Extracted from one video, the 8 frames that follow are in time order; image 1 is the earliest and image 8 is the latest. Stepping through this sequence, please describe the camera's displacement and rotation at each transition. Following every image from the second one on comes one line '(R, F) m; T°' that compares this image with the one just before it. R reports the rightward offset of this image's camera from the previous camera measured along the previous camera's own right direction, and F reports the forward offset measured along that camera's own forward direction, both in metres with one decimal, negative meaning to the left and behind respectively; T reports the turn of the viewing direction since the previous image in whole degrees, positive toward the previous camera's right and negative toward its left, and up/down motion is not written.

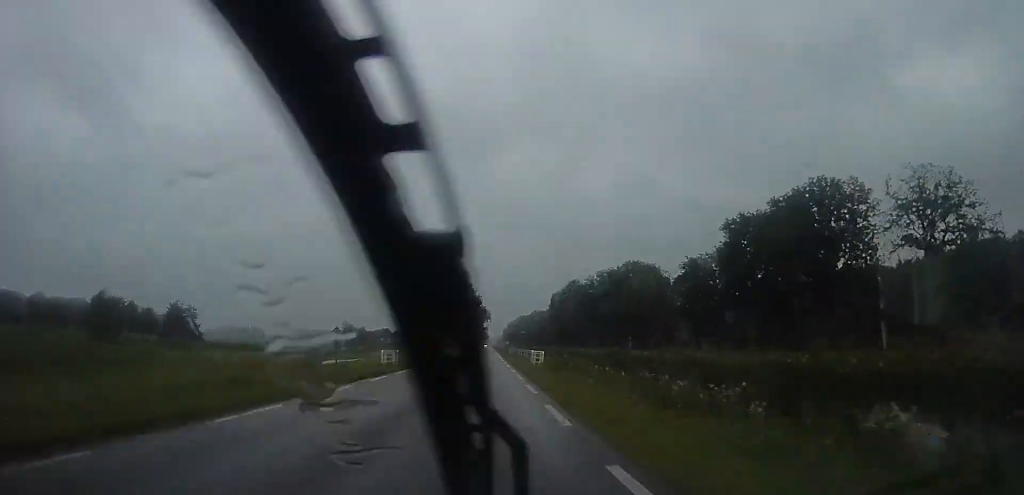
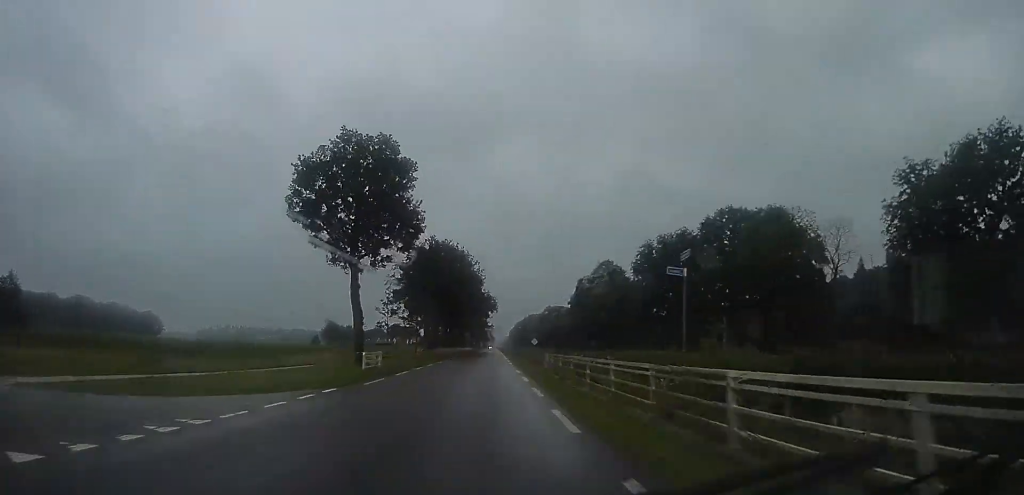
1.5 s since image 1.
(+1.2, +42.9) m; 0°
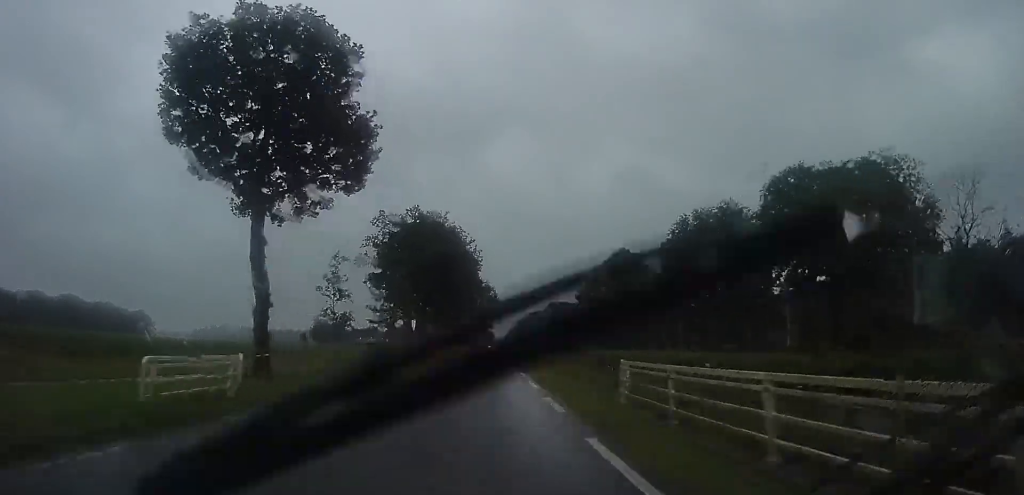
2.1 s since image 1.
(-0.7, +15.8) m; 0°
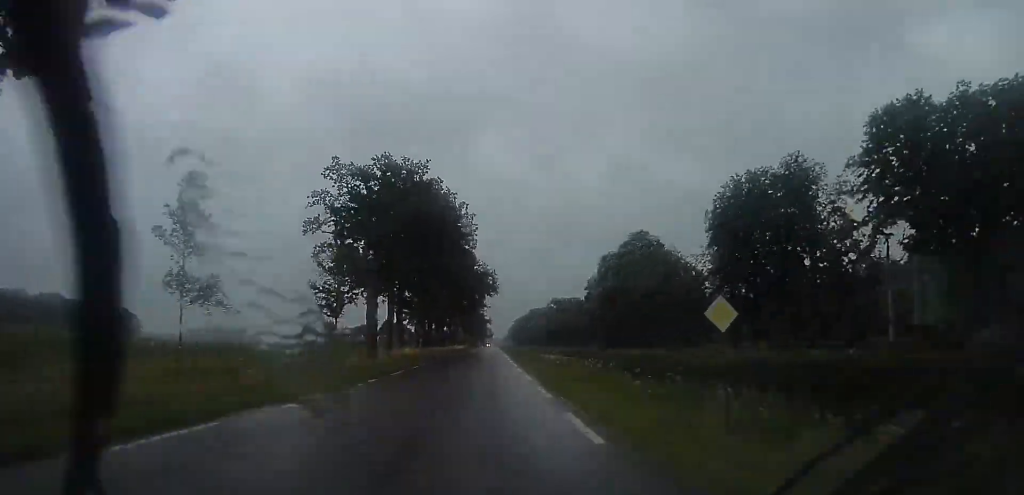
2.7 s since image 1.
(-0.3, +15.7) m; 0°
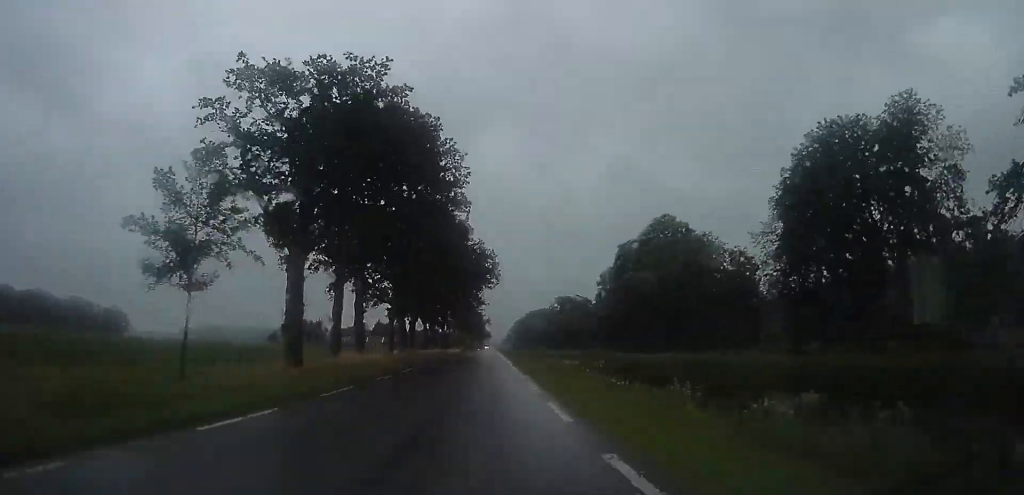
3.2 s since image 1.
(+0.7, +15.7) m; +1°
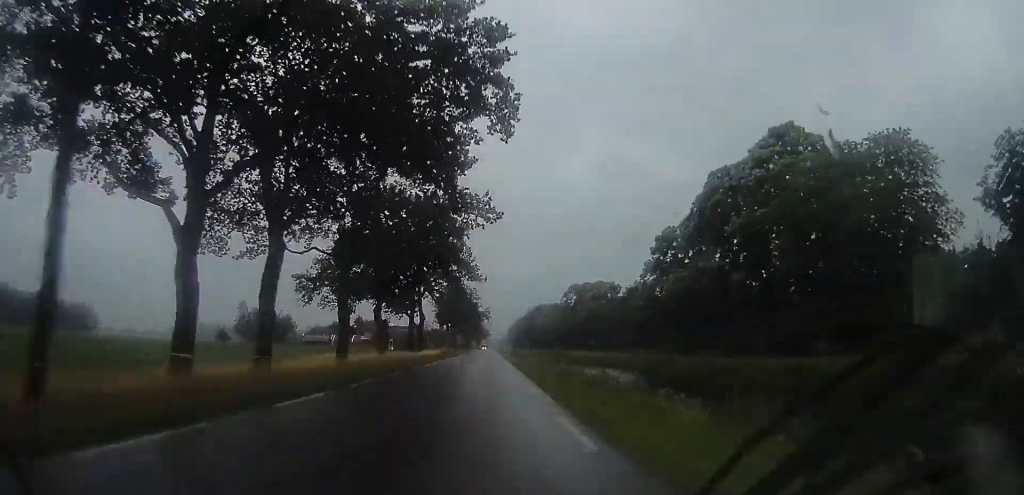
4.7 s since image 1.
(-0.8, +38.9) m; -2°
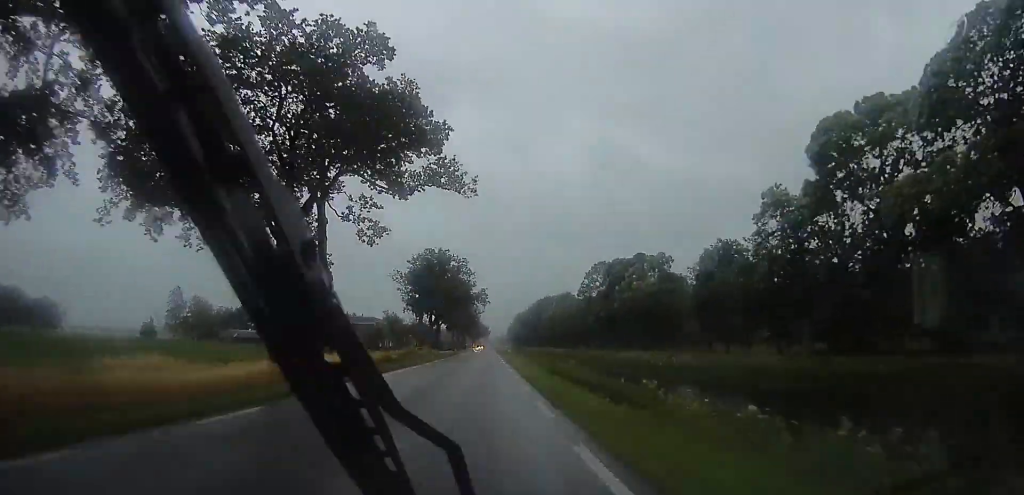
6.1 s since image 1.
(+1.2, +39.3) m; +2°
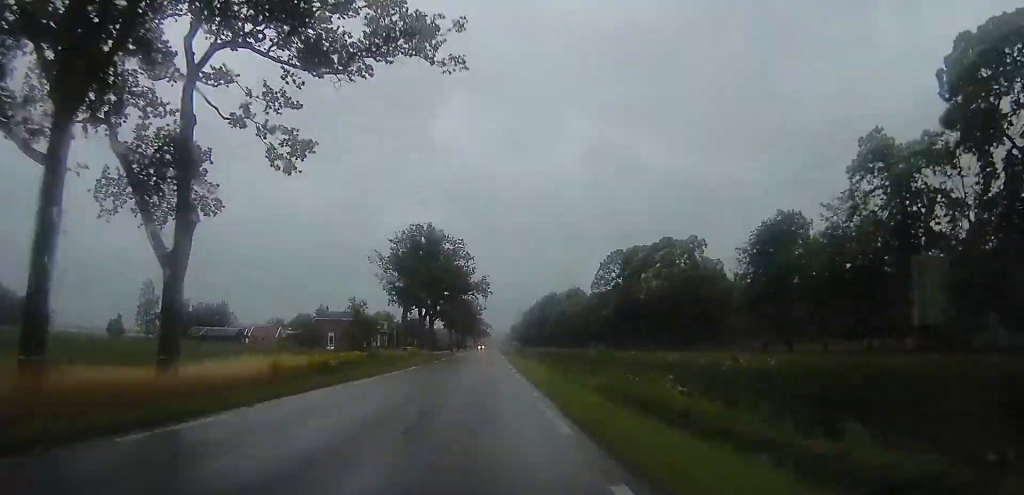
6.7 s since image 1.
(+0.3, +14.2) m; -1°
